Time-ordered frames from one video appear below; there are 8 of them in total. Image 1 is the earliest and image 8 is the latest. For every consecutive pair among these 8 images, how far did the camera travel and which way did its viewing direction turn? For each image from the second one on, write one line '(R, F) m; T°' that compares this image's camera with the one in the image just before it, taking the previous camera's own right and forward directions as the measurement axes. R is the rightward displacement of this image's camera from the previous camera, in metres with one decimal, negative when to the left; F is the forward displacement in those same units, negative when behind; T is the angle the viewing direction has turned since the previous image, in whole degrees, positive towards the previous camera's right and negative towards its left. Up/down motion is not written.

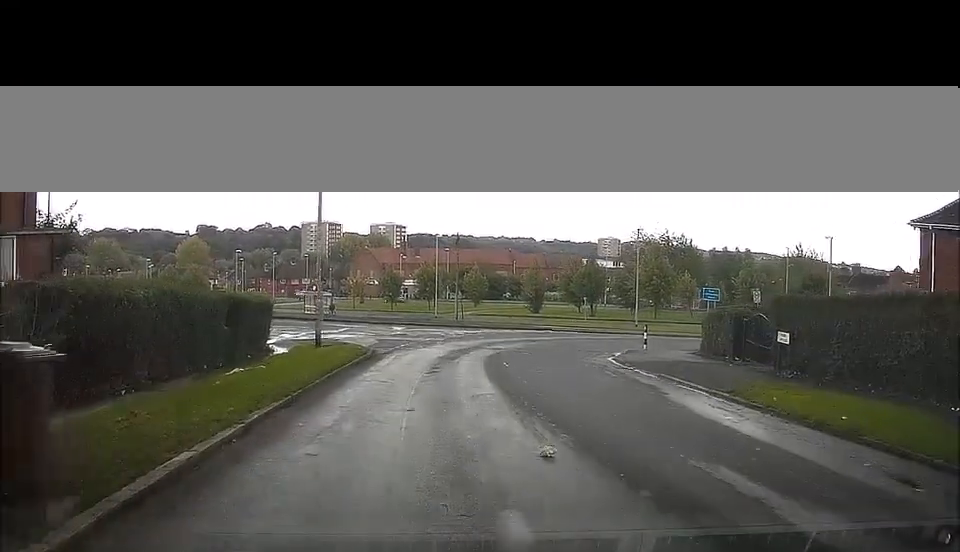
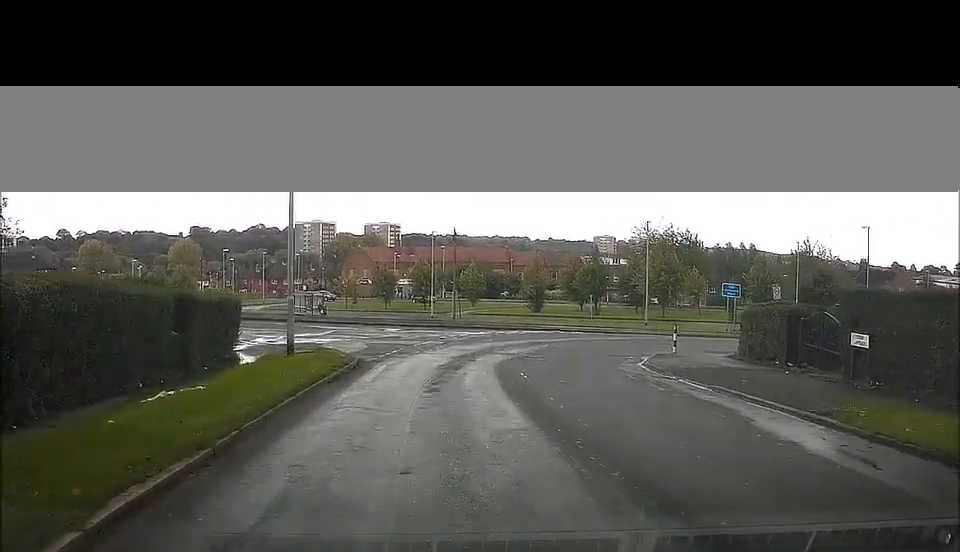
(-0.1, +4.1) m; 0°
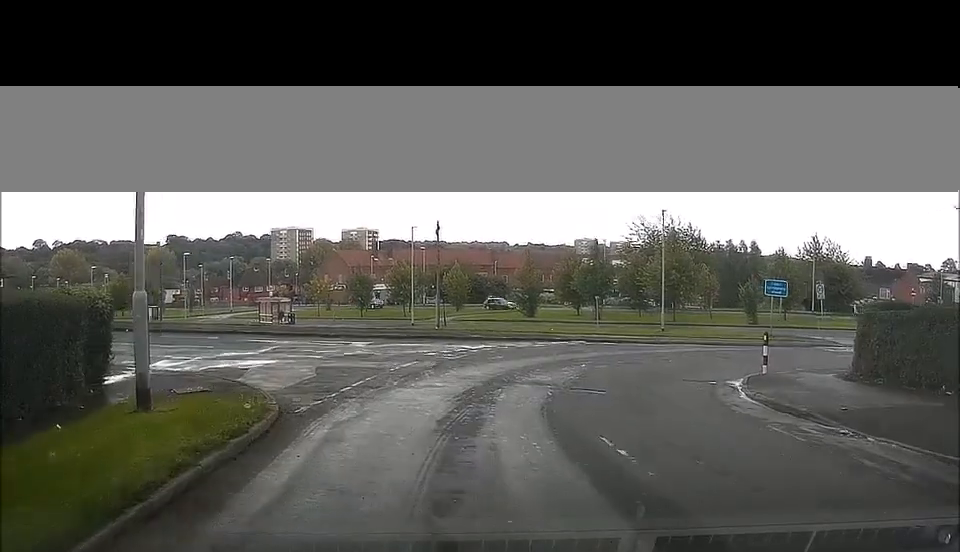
(0.0, +9.2) m; +3°
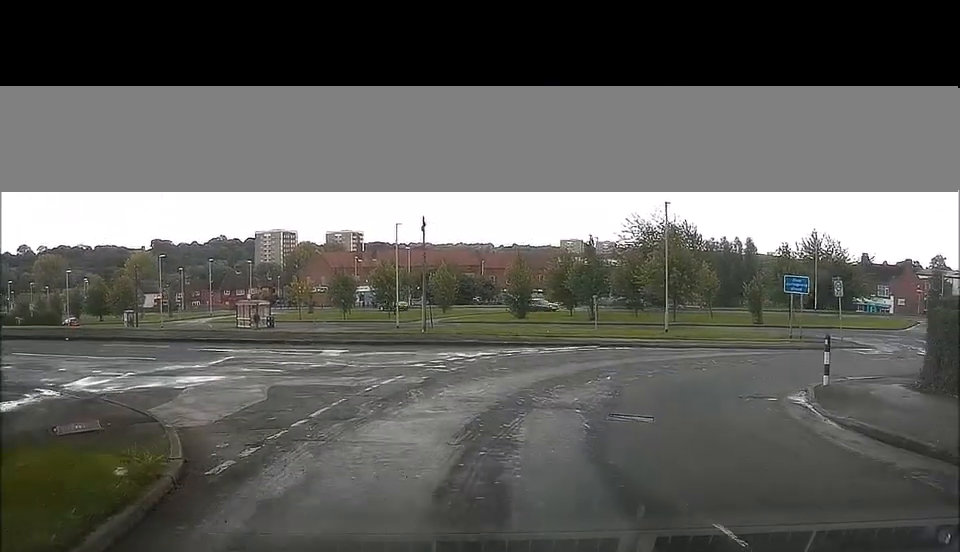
(+0.1, +4.1) m; +6°
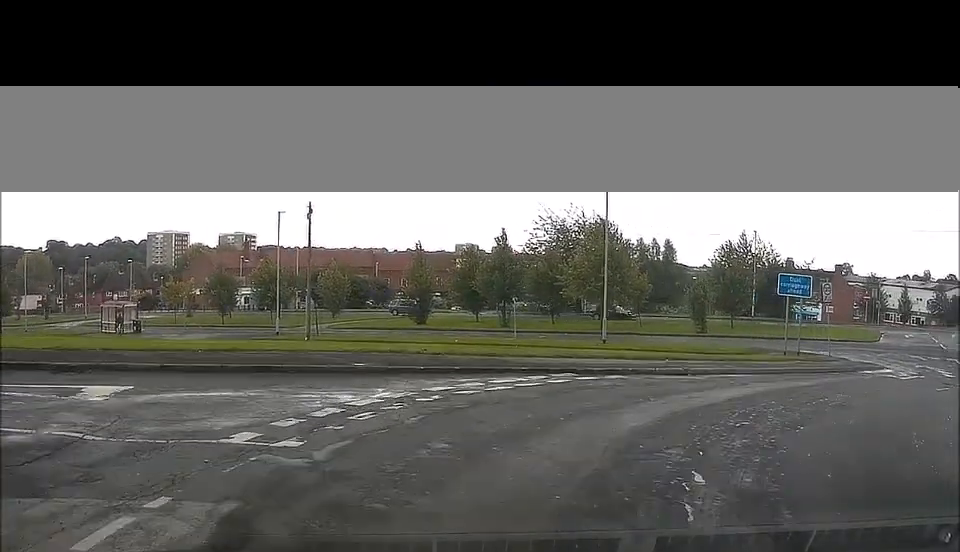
(+1.9, +9.7) m; +20°
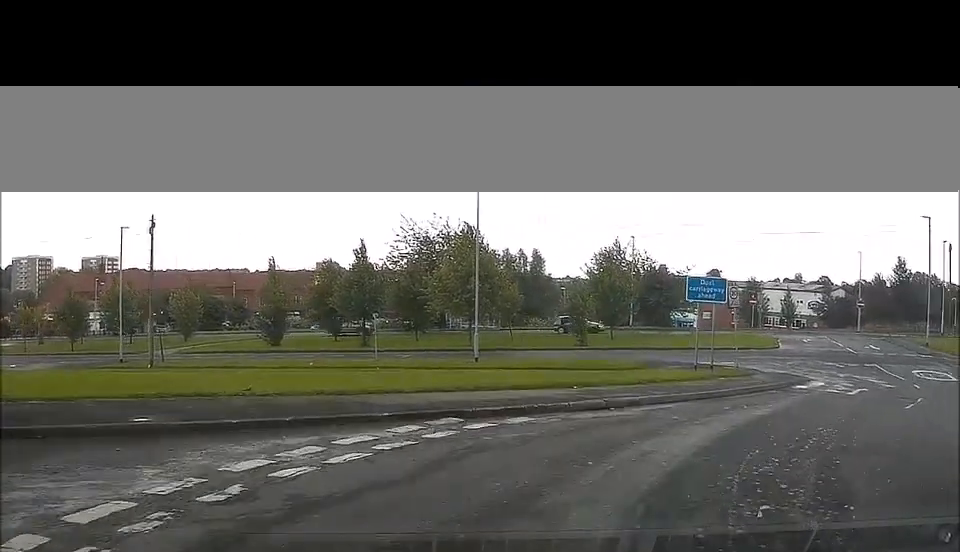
(+0.3, +5.0) m; +5°
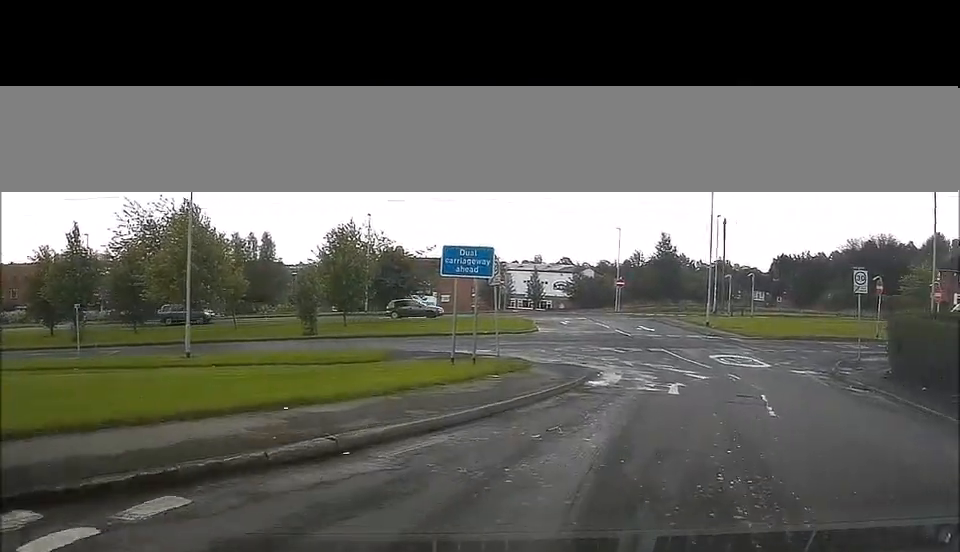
(+0.1, +5.7) m; +5°
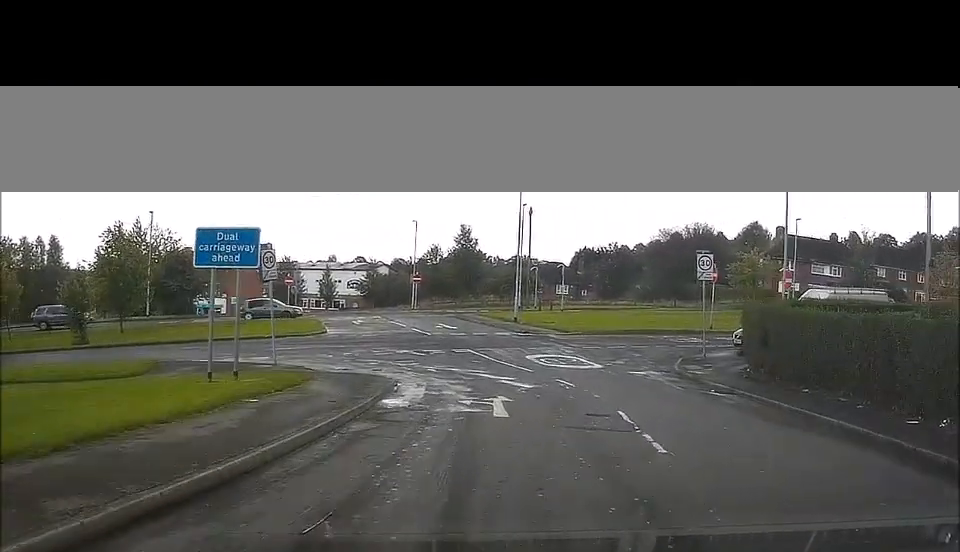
(+0.2, +4.4) m; +7°
